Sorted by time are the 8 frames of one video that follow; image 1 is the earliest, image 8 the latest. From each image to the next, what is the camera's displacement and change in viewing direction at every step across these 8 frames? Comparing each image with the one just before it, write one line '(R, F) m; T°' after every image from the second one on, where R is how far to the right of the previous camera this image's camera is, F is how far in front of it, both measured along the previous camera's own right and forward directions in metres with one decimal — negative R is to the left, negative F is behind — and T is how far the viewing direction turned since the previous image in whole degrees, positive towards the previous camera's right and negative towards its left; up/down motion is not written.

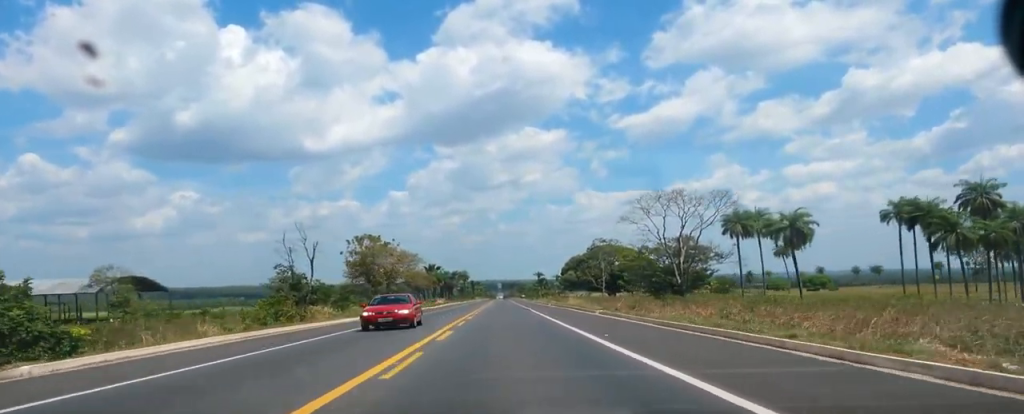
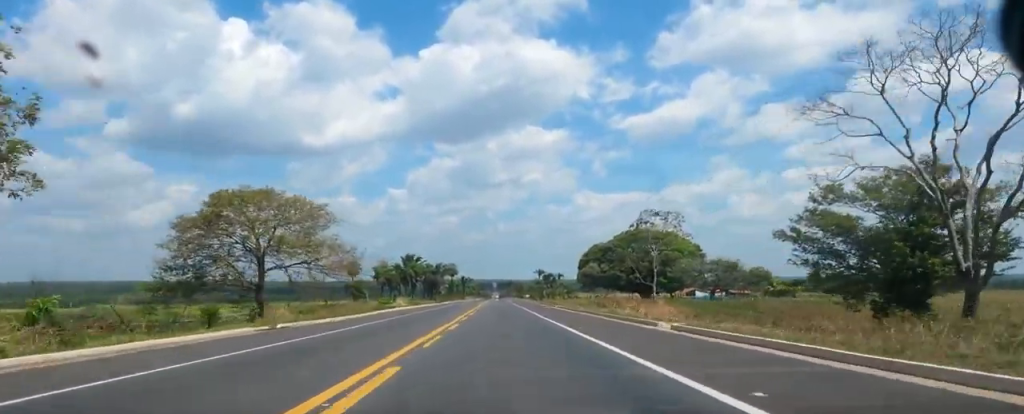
(+0.7, +59.2) m; +1°
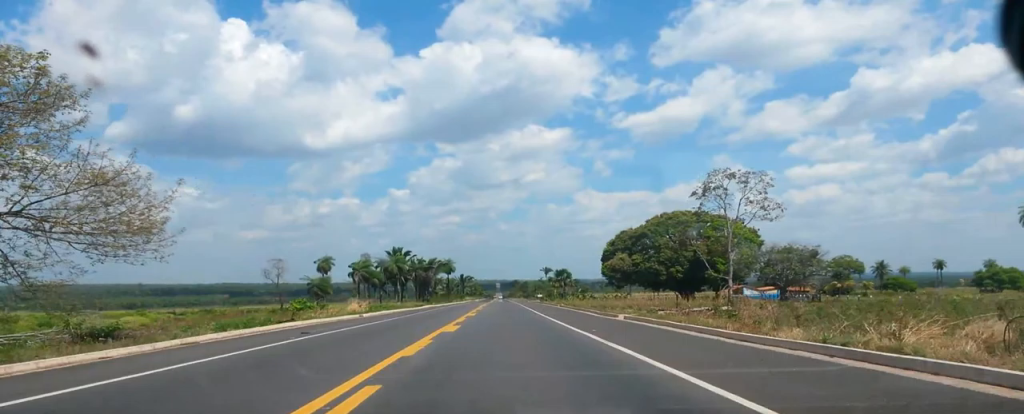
(+0.3, +34.0) m; +1°
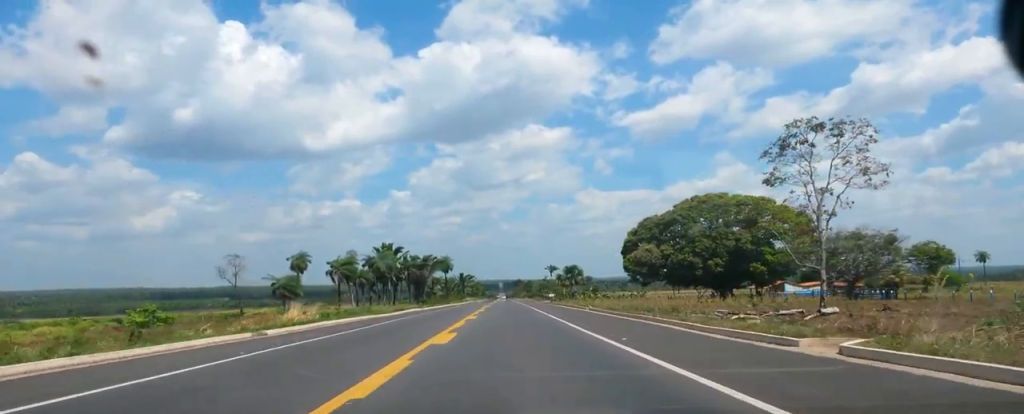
(0.0, +20.3) m; +1°
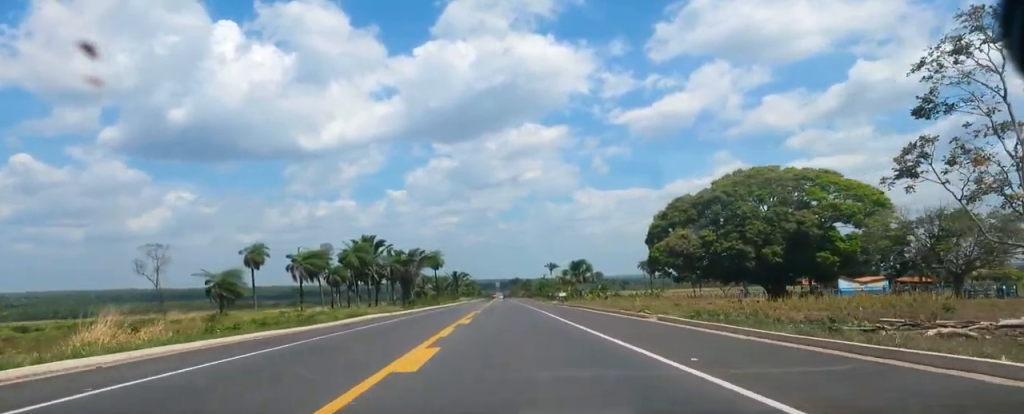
(+0.1, +21.5) m; +1°
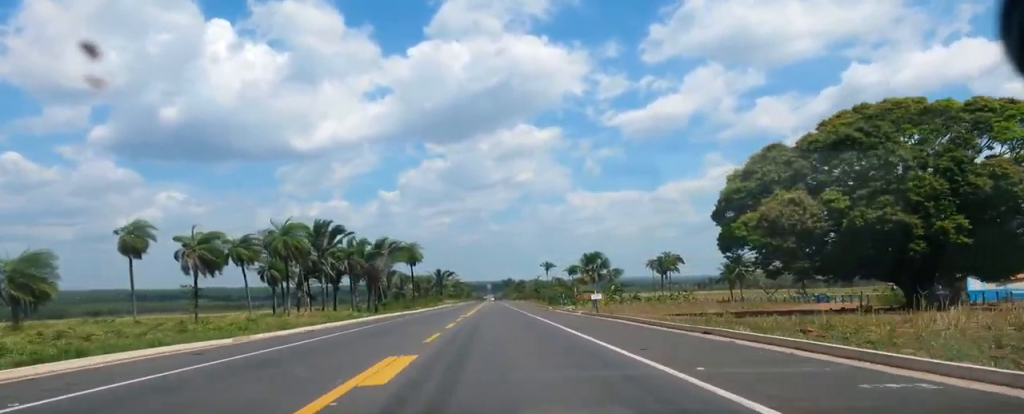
(+0.9, +33.2) m; 0°
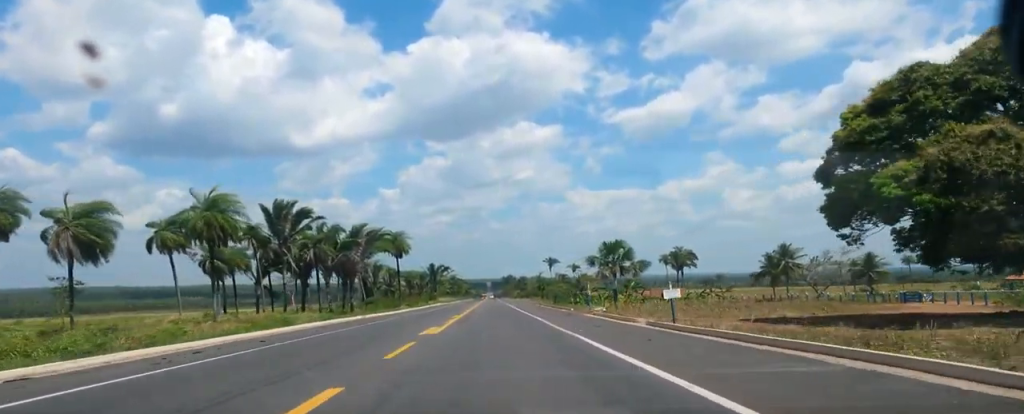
(-0.4, +20.7) m; -2°
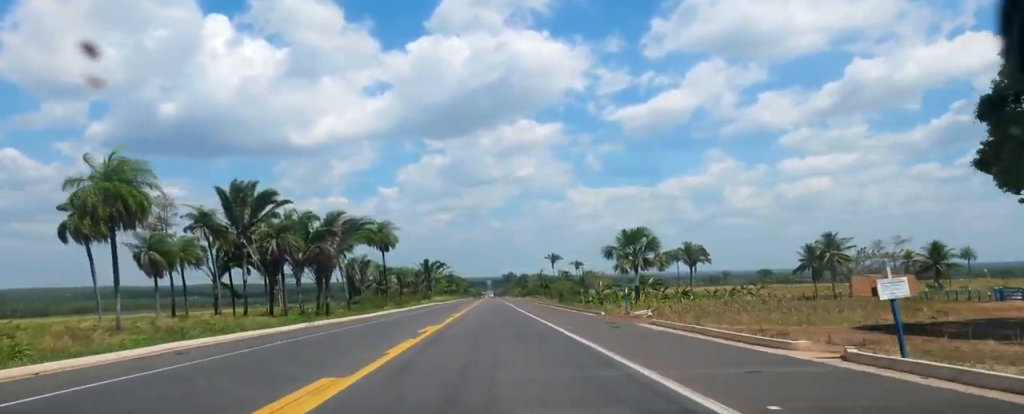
(-0.2, +14.8) m; -1°
